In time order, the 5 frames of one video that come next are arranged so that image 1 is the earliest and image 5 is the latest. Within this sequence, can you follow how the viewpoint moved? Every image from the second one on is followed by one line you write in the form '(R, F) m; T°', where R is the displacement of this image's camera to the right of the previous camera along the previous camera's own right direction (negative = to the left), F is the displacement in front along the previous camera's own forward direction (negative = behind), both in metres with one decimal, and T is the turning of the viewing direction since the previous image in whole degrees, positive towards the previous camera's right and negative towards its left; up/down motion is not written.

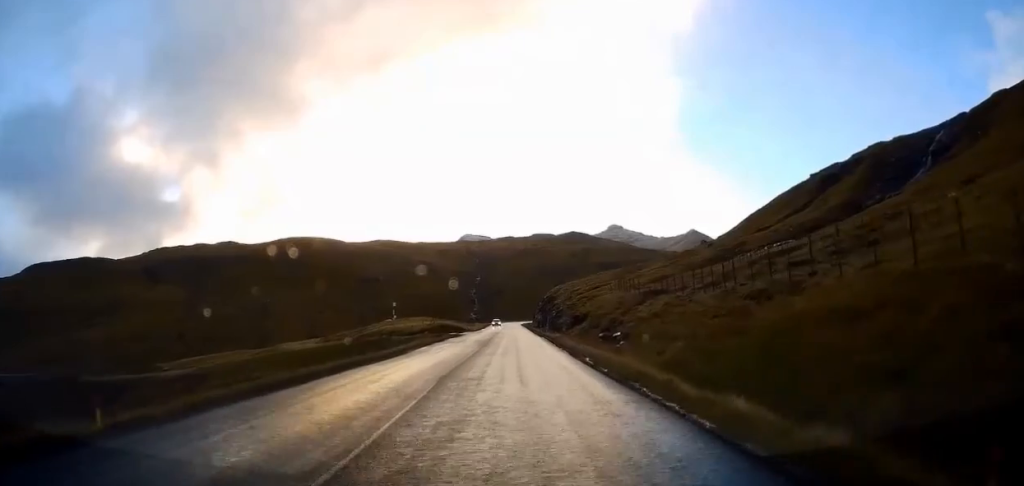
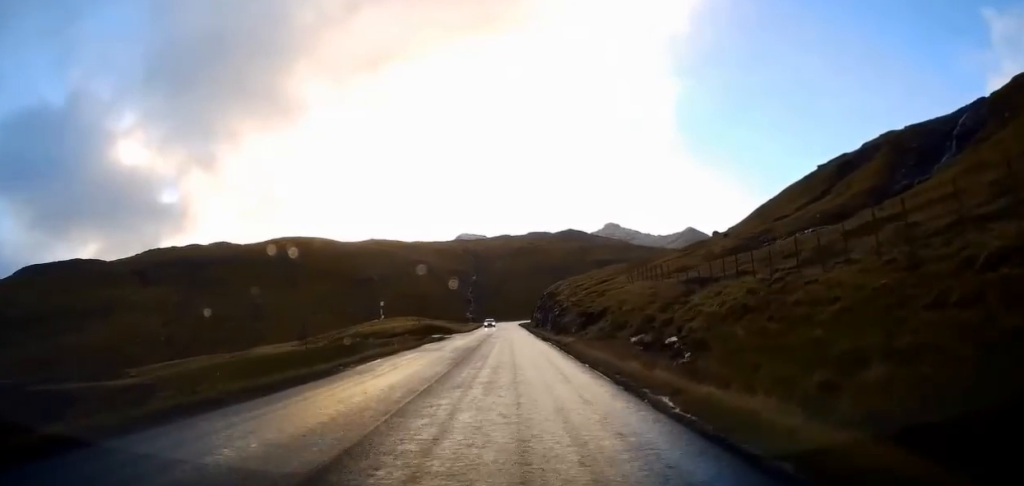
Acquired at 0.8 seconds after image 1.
(+0.4, +11.2) m; +1°
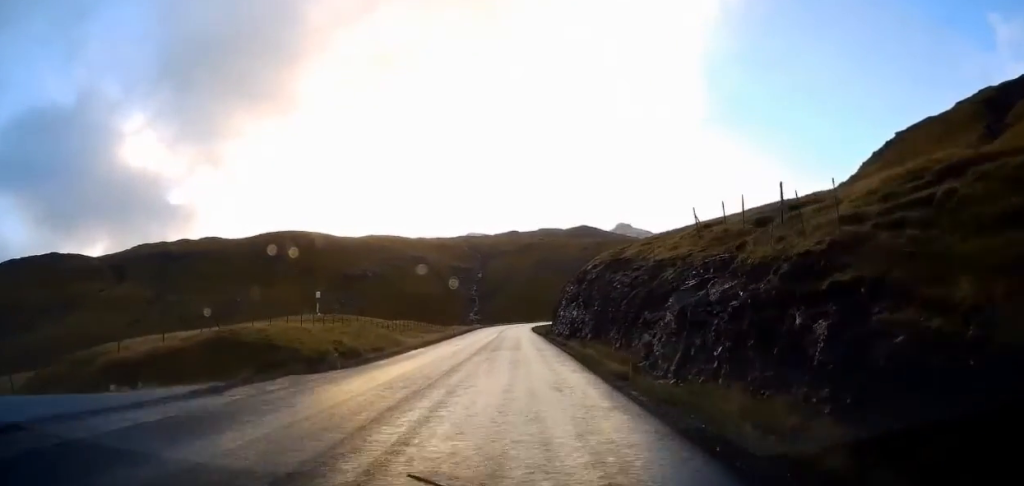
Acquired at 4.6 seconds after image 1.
(-0.2, +54.6) m; 0°
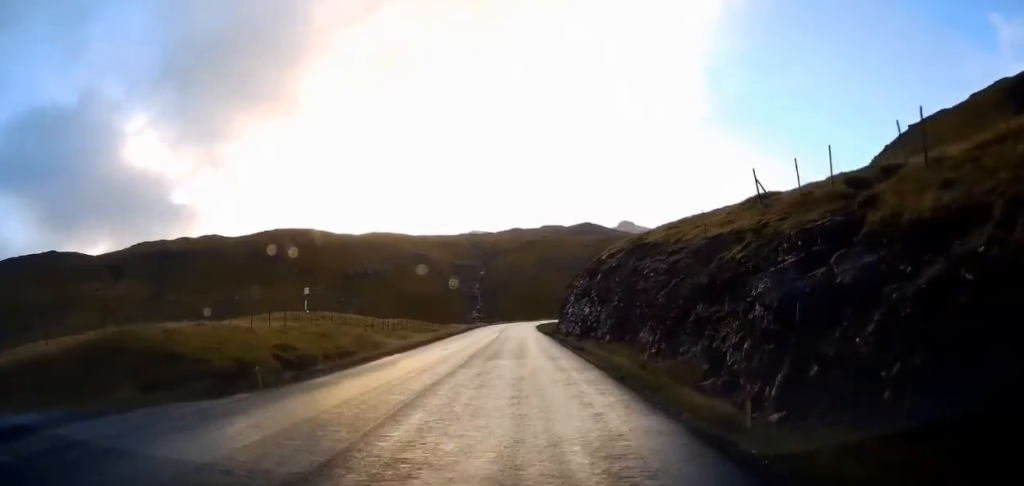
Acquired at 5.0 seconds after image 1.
(-0.1, +7.0) m; -1°
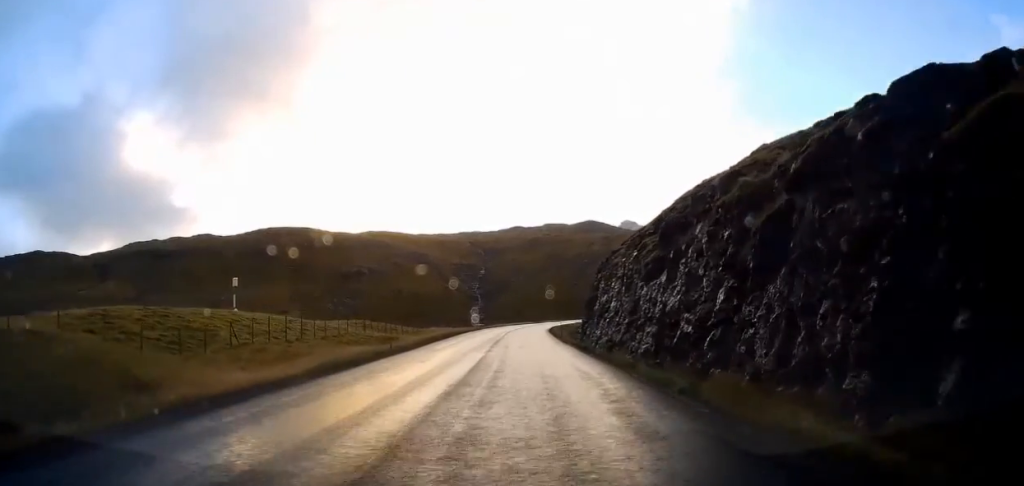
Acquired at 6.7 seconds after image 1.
(0.0, +25.3) m; 0°
